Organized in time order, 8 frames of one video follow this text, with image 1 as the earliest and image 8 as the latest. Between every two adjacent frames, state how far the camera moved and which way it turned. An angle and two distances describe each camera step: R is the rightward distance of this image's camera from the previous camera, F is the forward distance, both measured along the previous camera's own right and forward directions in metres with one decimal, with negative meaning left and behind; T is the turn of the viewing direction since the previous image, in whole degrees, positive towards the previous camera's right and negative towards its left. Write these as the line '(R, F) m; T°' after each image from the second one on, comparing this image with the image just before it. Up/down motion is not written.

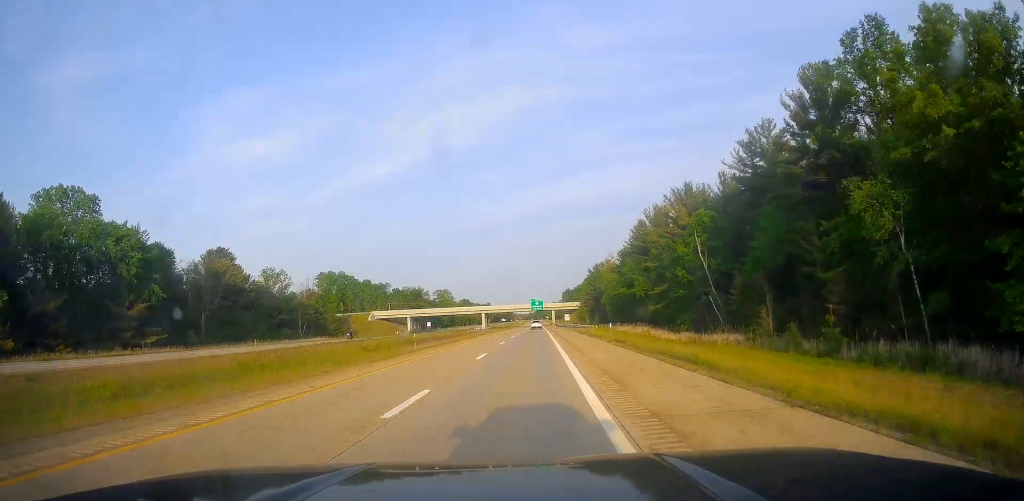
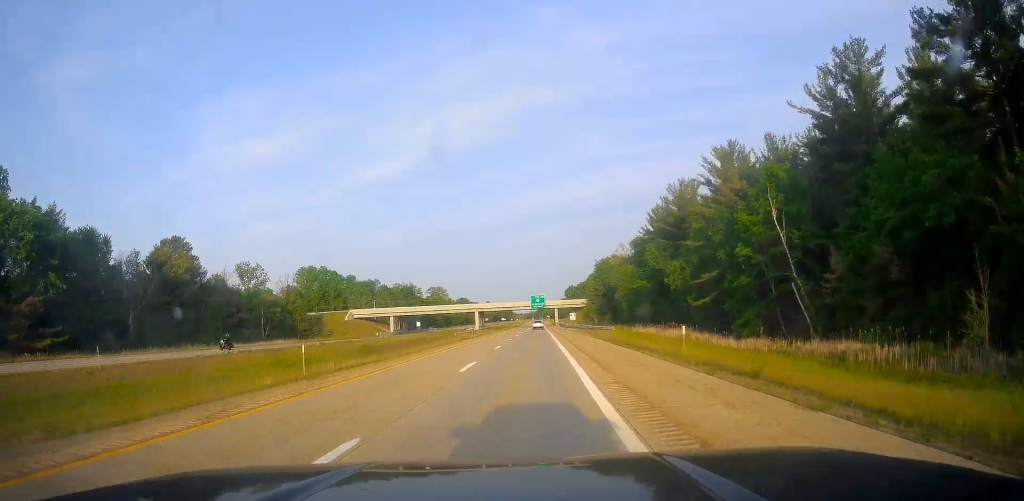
(+0.4, +21.6) m; 0°
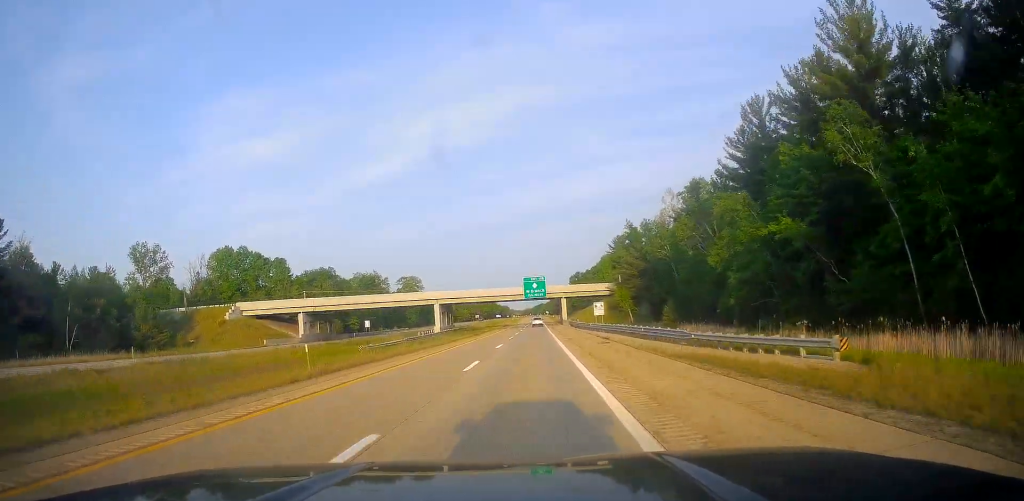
(-1.1, +59.9) m; -1°
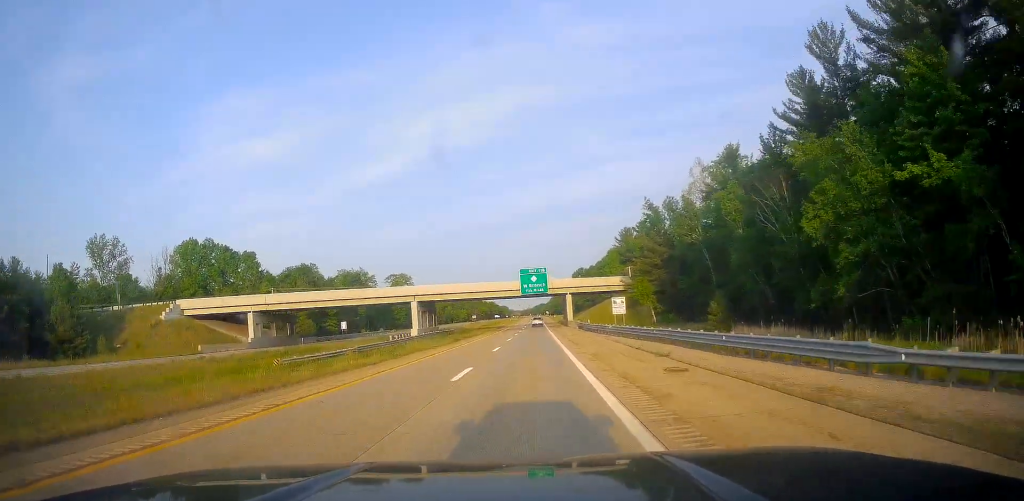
(+0.4, +17.9) m; 0°
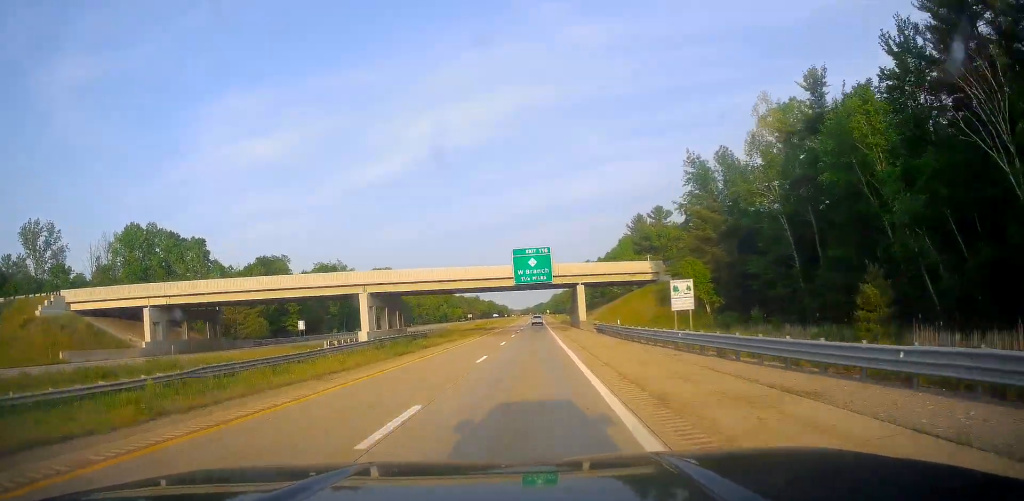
(+0.1, +24.0) m; 0°
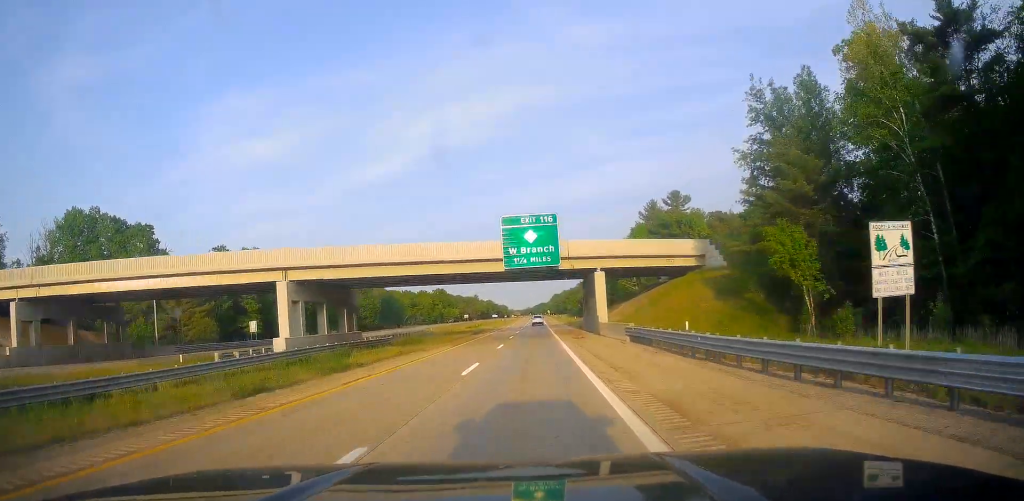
(-0.2, +19.2) m; 0°
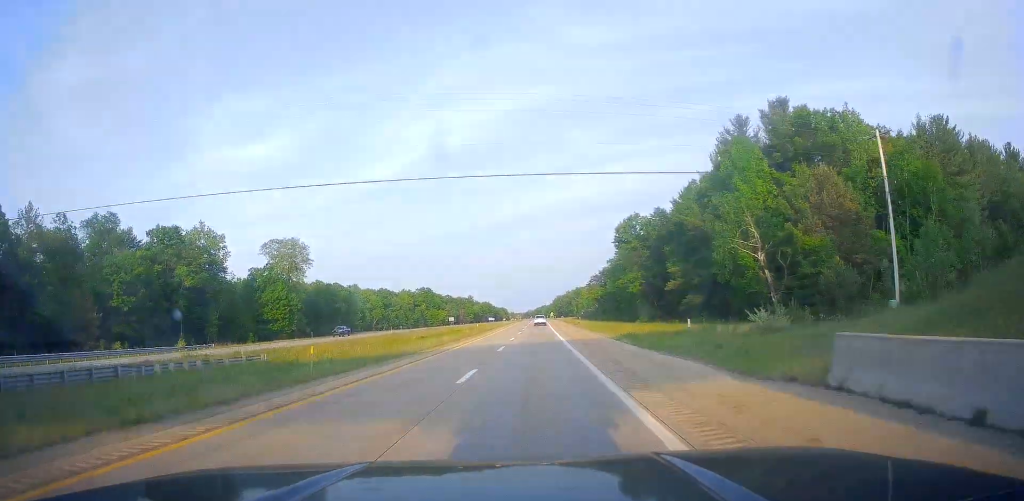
(+0.3, +63.6) m; 0°
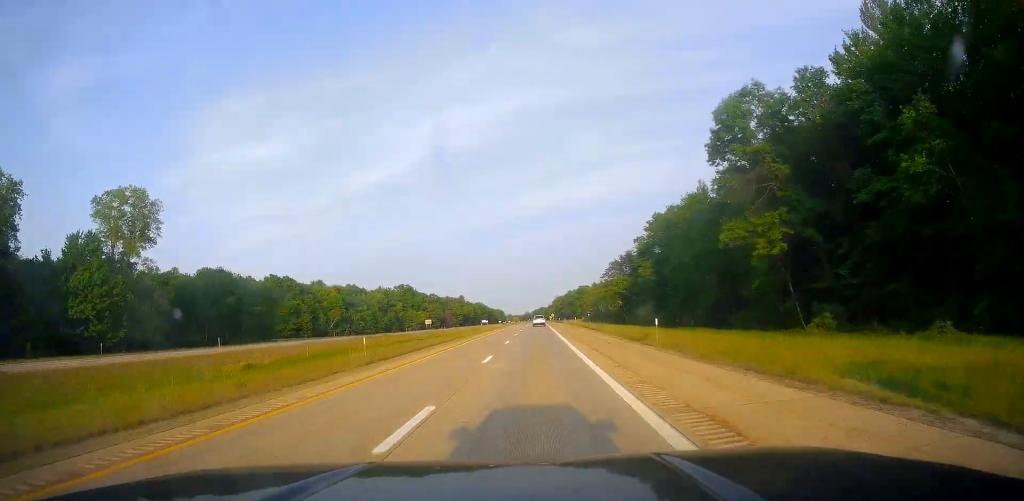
(-0.1, +53.9) m; 0°
